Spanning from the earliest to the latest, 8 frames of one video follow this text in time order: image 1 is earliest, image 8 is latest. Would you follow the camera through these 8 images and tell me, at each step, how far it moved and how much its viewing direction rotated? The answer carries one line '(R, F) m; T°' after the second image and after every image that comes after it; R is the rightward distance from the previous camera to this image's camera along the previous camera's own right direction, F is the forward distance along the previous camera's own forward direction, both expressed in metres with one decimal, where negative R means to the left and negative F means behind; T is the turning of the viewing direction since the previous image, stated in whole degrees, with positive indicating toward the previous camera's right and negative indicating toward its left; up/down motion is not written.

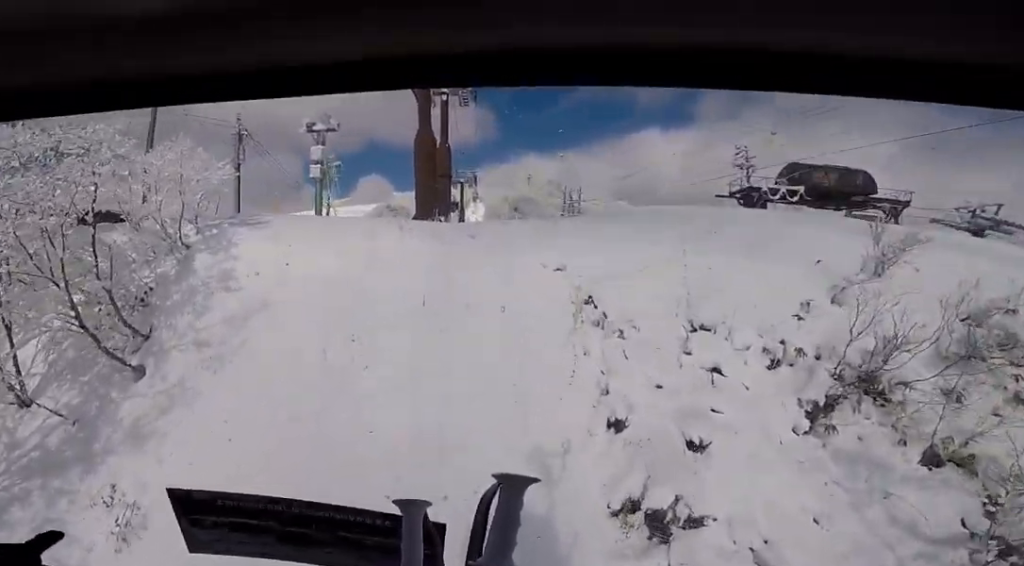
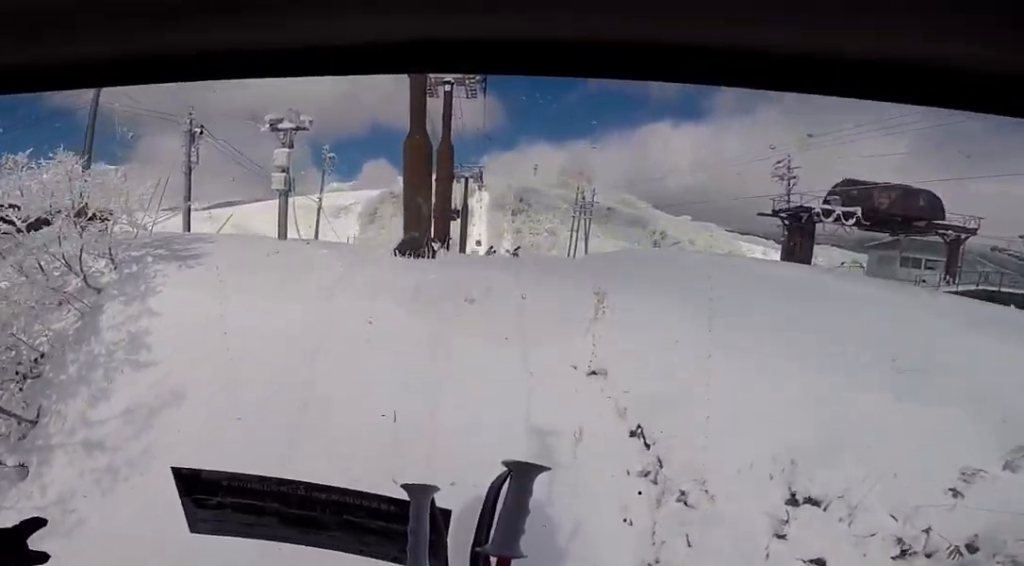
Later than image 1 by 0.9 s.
(+0.1, +4.0) m; -7°
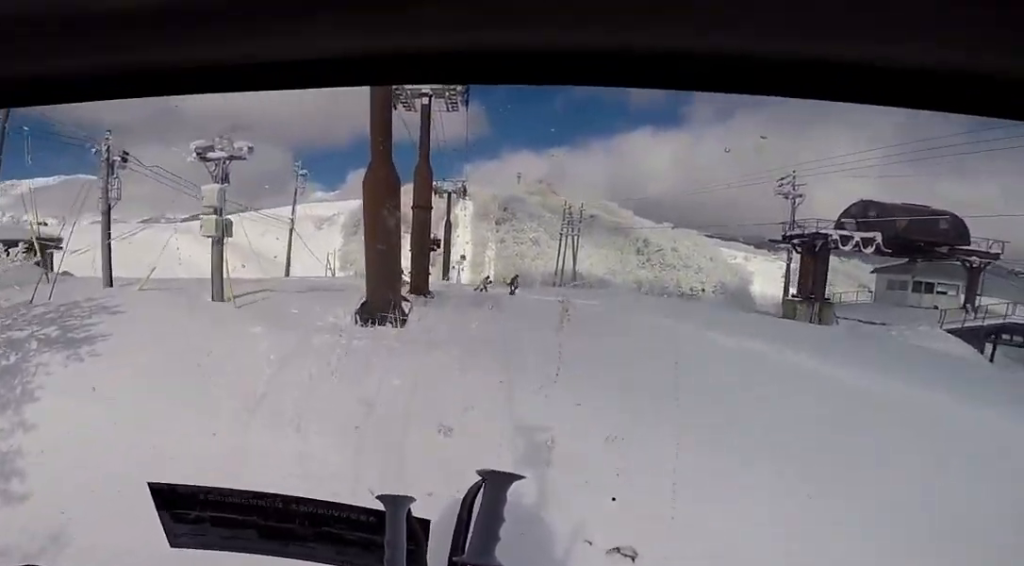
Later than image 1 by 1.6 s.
(-0.4, +3.2) m; -1°
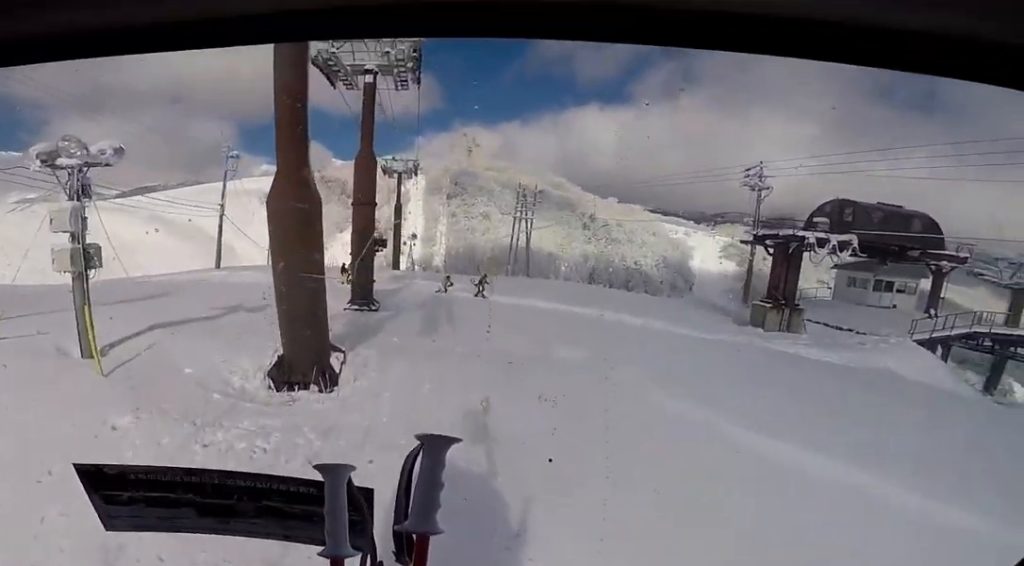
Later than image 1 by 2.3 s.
(0.0, +3.0) m; -3°
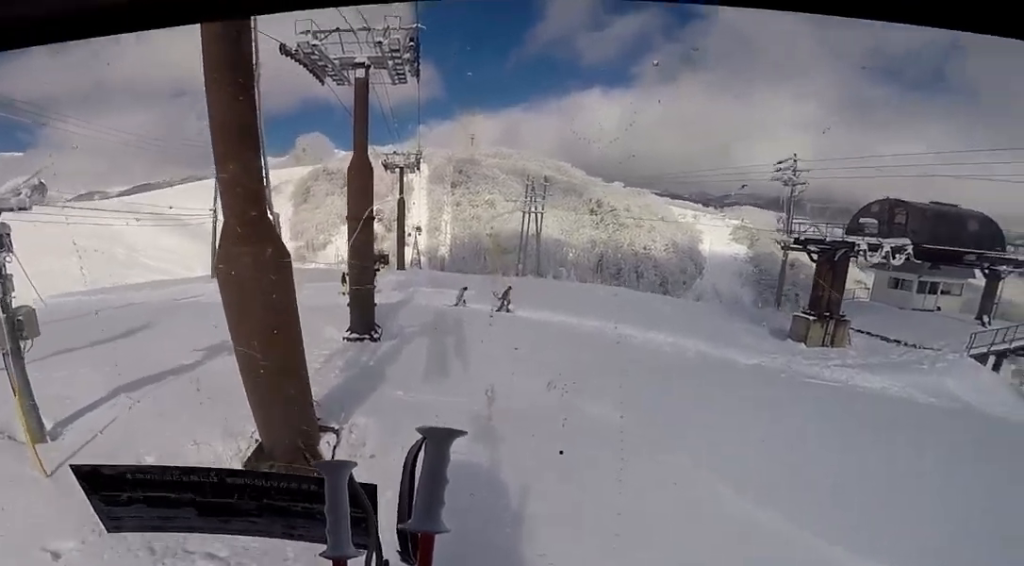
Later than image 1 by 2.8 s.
(+0.4, +2.2) m; -4°
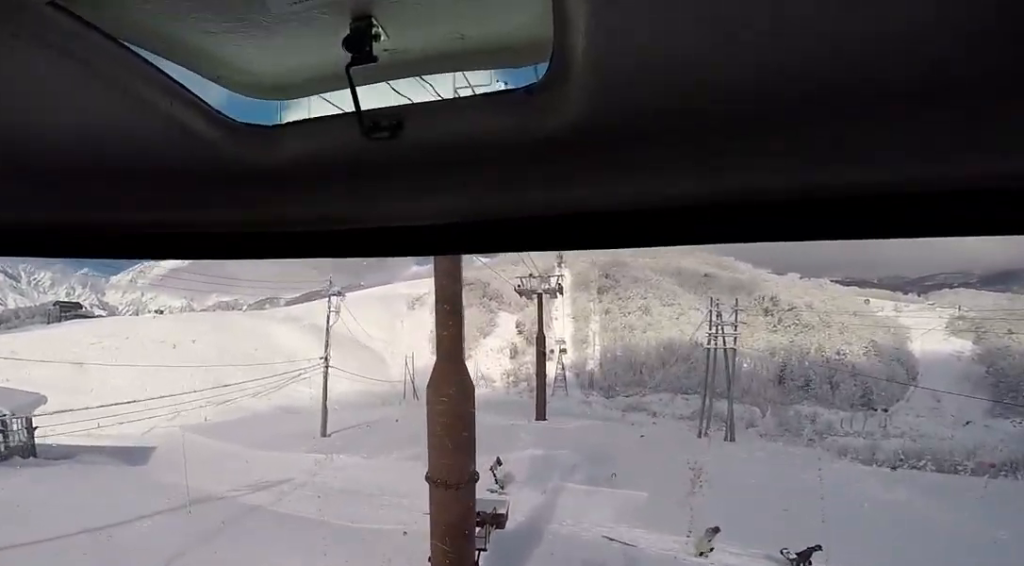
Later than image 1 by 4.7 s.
(-1.1, +7.9) m; +3°
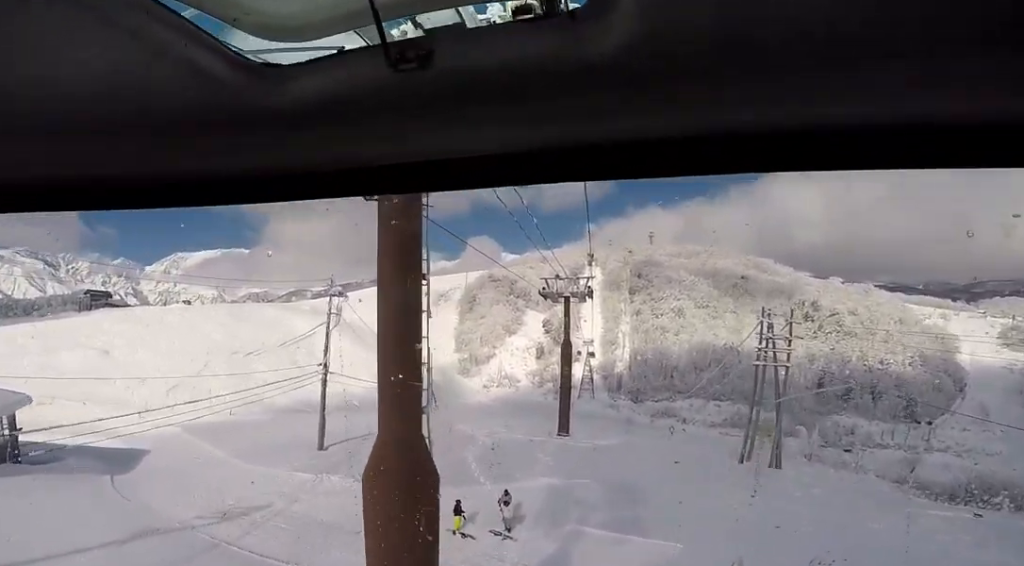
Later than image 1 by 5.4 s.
(+0.4, +3.3) m; +4°
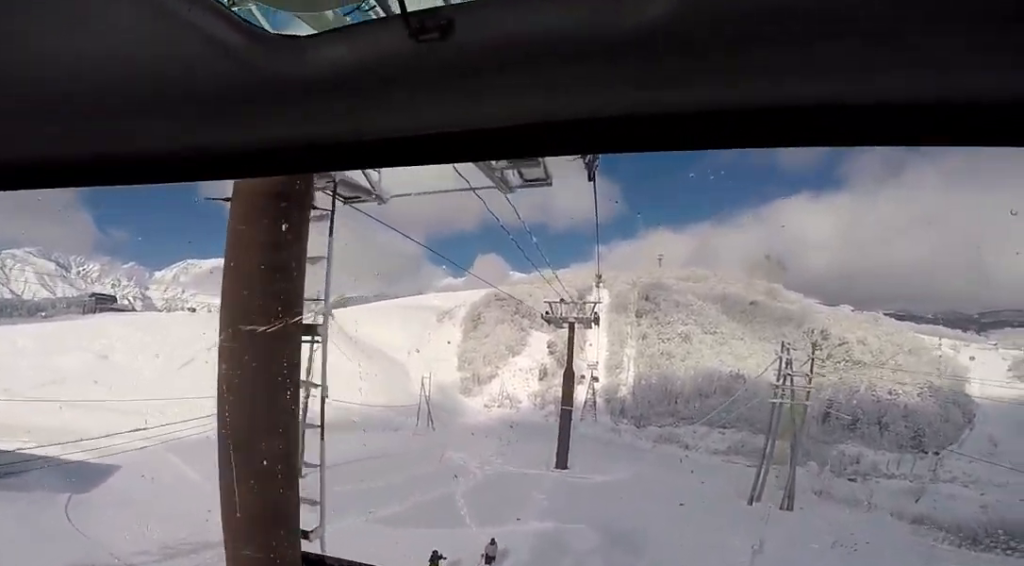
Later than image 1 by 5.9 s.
(+0.3, +2.1) m; 0°
